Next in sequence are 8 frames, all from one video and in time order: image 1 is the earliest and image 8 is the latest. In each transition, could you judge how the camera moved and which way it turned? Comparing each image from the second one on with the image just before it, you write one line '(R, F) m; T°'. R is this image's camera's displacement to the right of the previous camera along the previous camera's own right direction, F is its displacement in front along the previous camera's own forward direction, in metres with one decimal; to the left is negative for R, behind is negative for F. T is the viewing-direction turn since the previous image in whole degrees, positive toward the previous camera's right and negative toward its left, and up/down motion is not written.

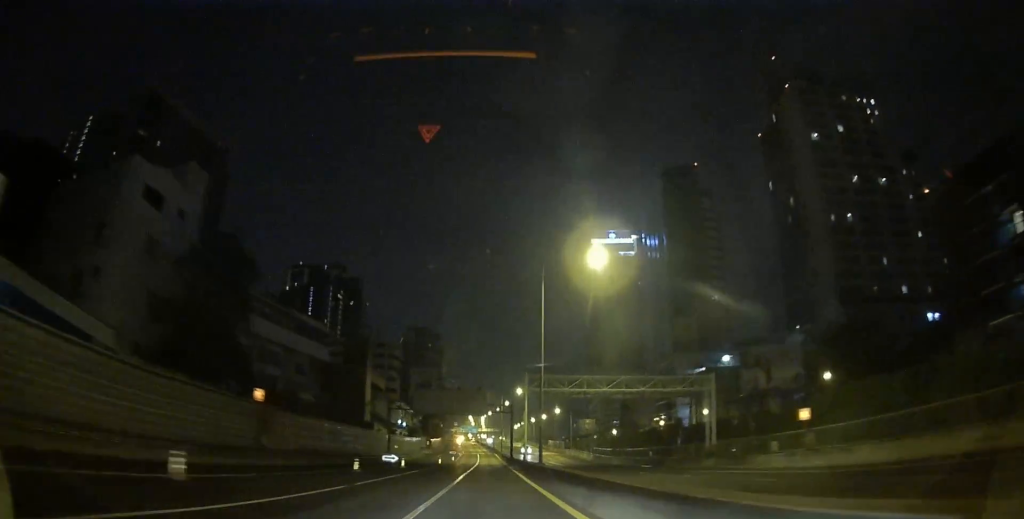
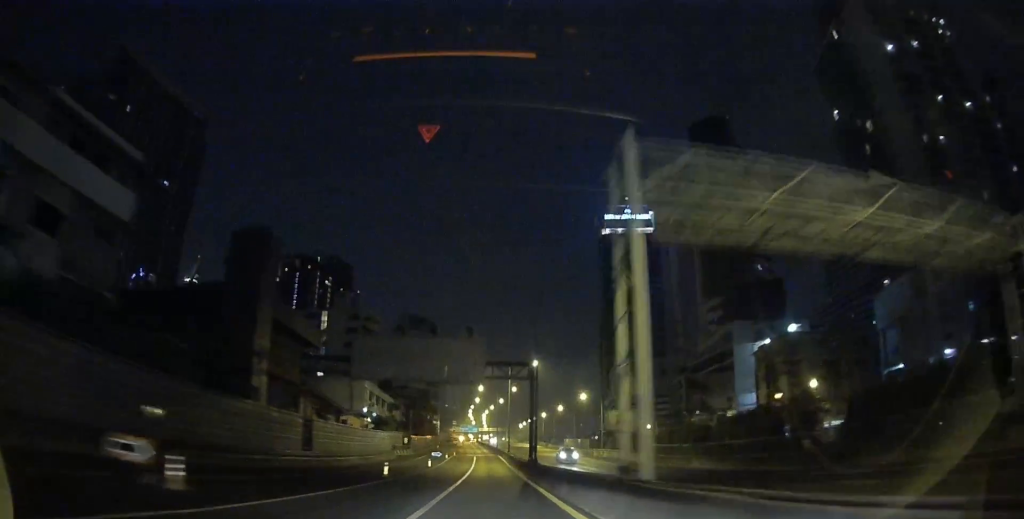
(-0.1, +33.2) m; -1°
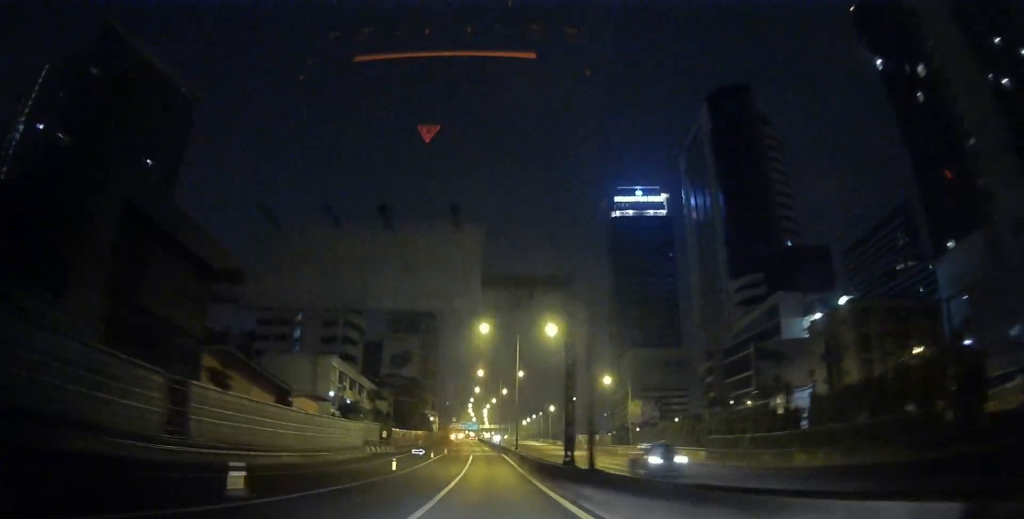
(-0.2, +17.9) m; 0°
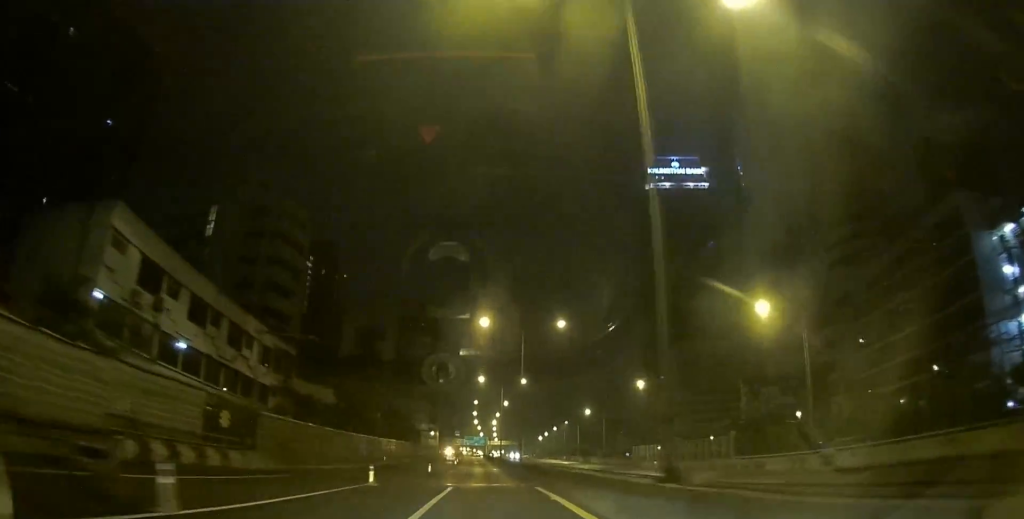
(+0.2, +42.6) m; 0°
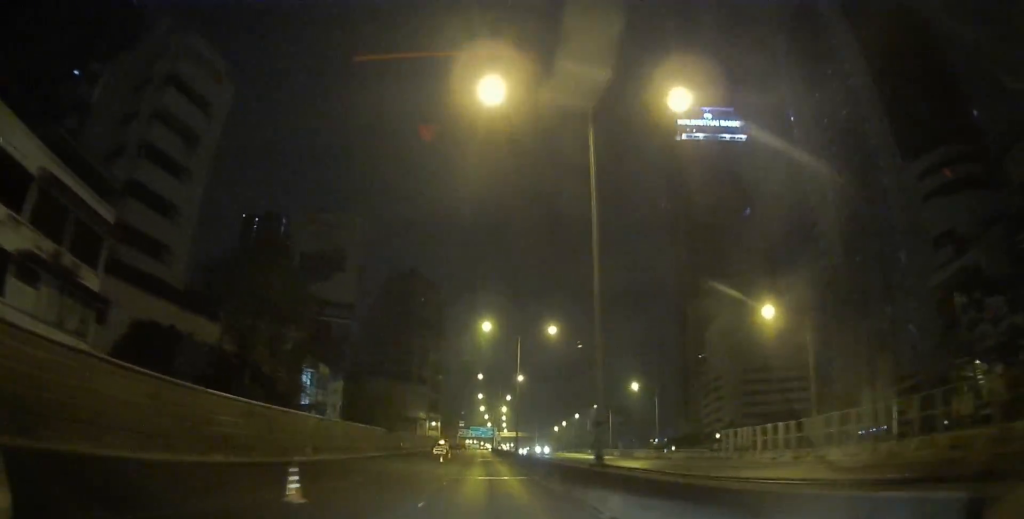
(-0.3, +30.7) m; -1°
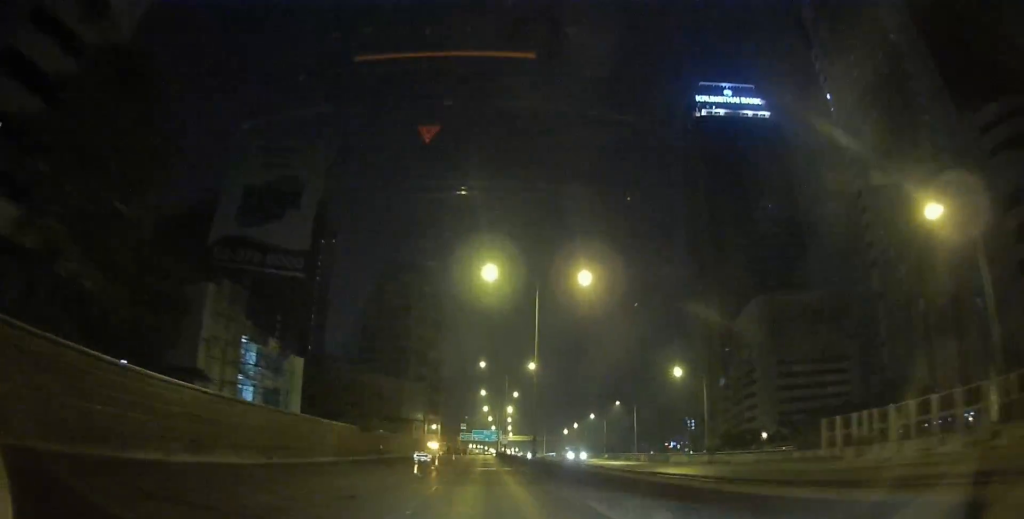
(-0.1, +17.0) m; 0°
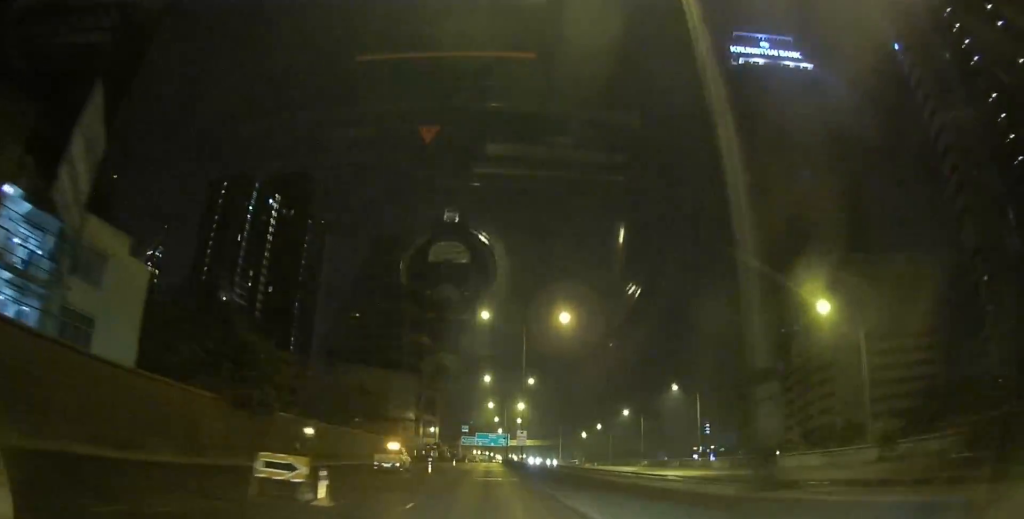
(-0.1, +28.2) m; 0°
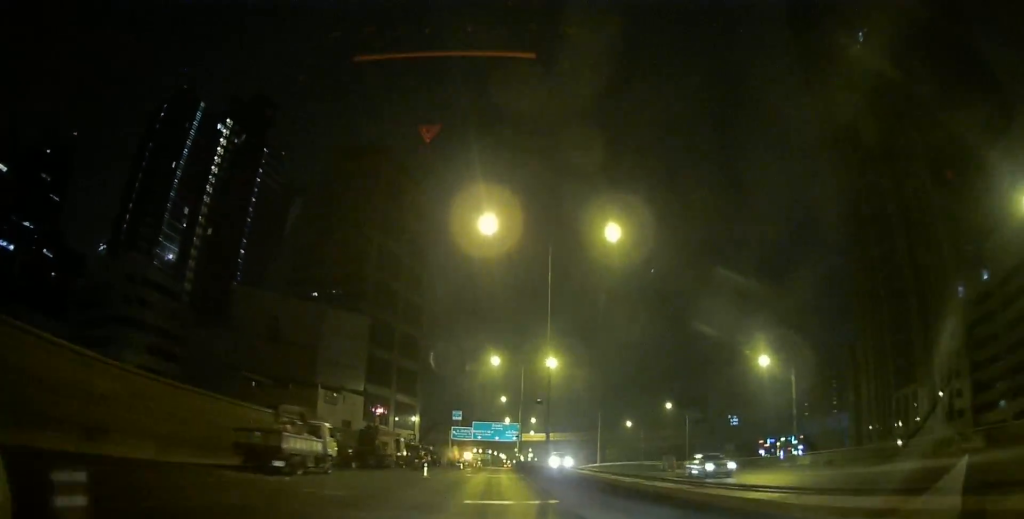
(0.0, +54.1) m; 0°
